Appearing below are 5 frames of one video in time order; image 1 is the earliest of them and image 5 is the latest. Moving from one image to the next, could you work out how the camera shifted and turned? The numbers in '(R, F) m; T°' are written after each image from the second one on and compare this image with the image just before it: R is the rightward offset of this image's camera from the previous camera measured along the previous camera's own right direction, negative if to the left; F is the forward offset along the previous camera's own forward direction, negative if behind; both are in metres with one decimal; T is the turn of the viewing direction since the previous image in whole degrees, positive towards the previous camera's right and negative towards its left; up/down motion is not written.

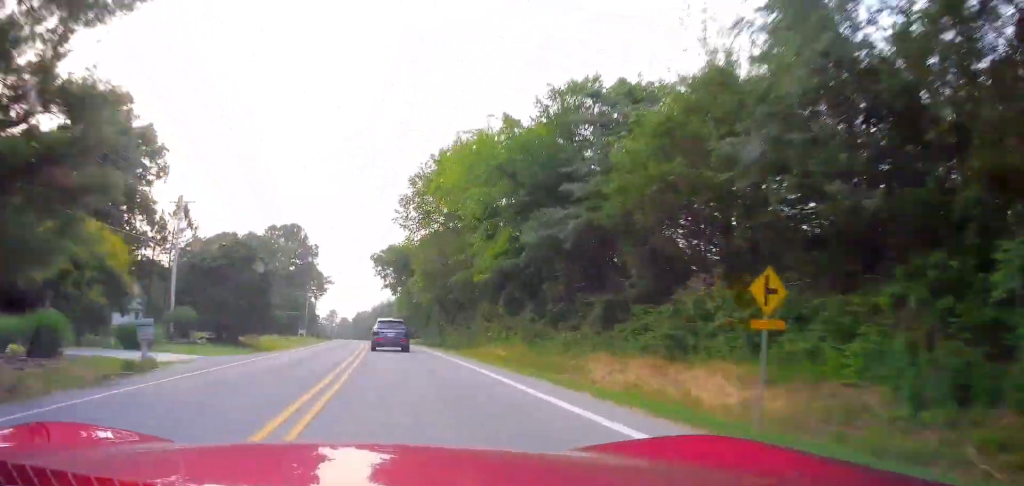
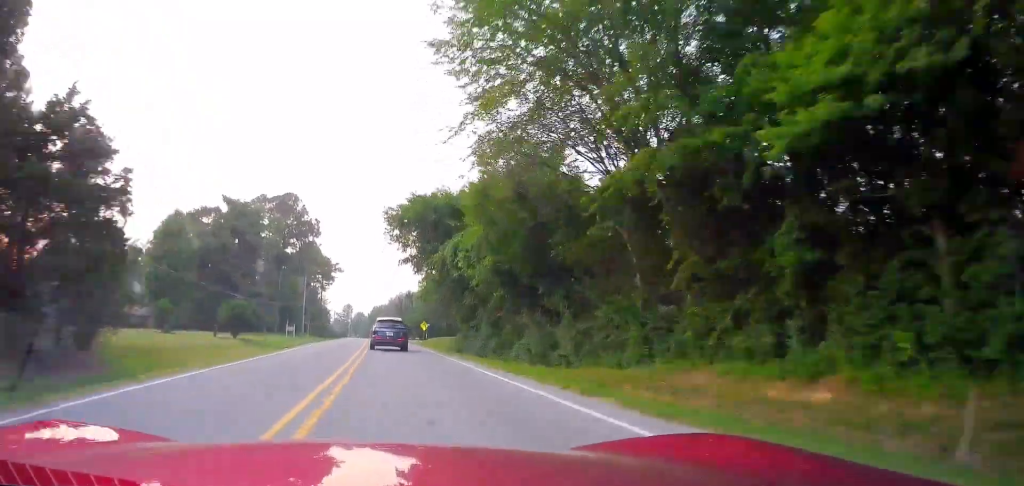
(-0.5, +29.2) m; -2°
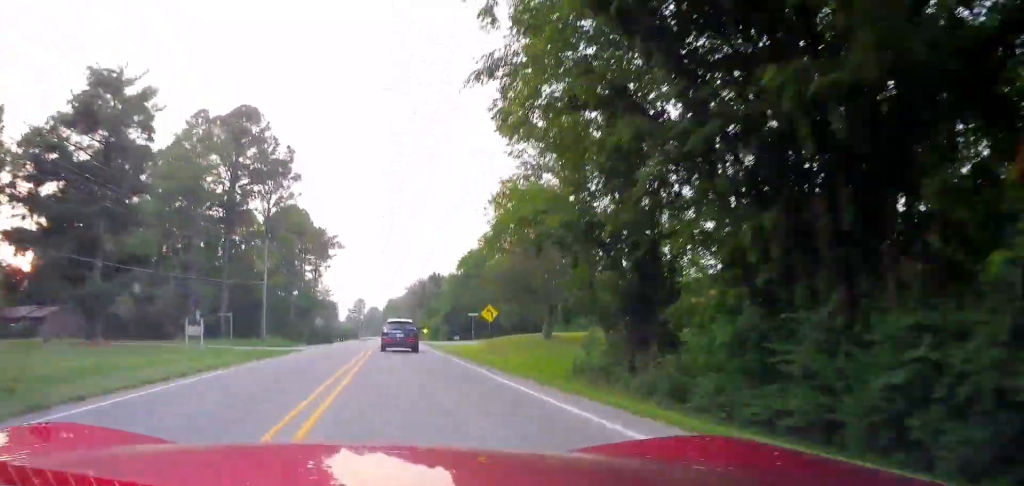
(-1.1, +44.4) m; -3°
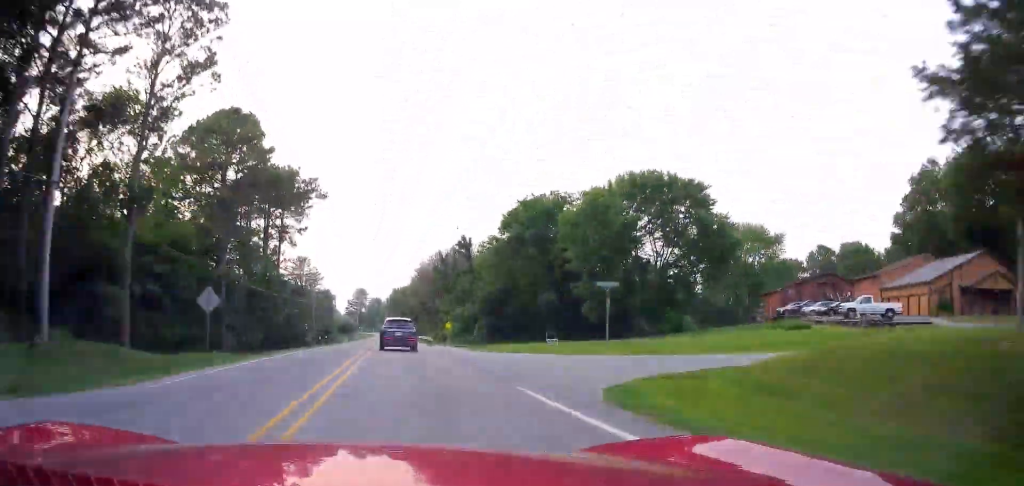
(-0.9, +42.1) m; 0°
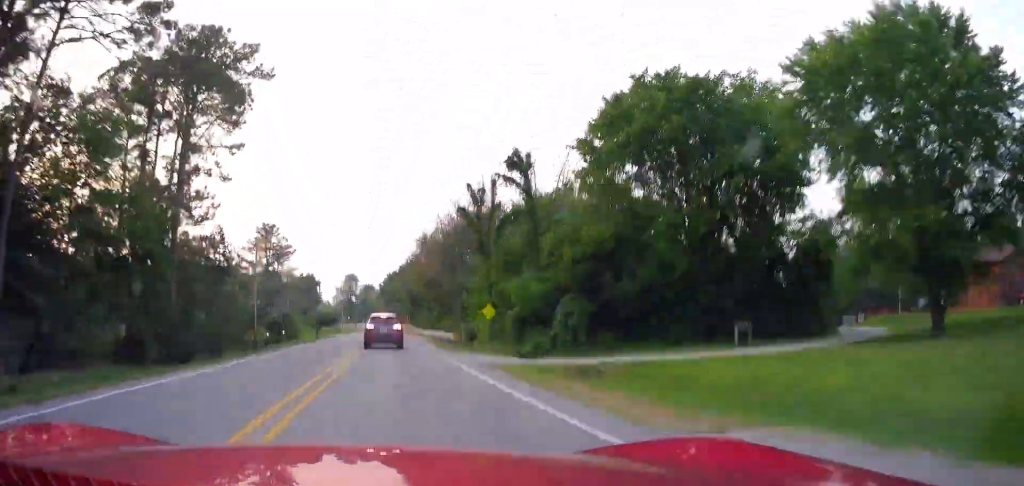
(+0.2, +35.7) m; 0°
